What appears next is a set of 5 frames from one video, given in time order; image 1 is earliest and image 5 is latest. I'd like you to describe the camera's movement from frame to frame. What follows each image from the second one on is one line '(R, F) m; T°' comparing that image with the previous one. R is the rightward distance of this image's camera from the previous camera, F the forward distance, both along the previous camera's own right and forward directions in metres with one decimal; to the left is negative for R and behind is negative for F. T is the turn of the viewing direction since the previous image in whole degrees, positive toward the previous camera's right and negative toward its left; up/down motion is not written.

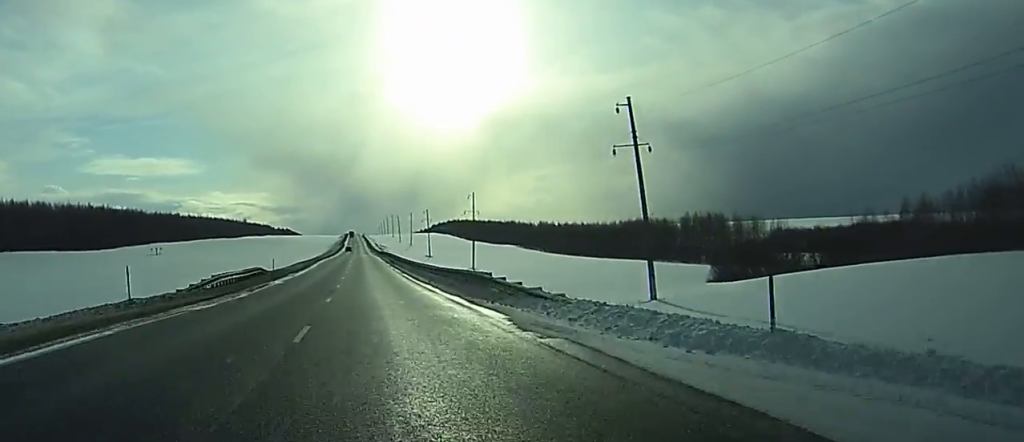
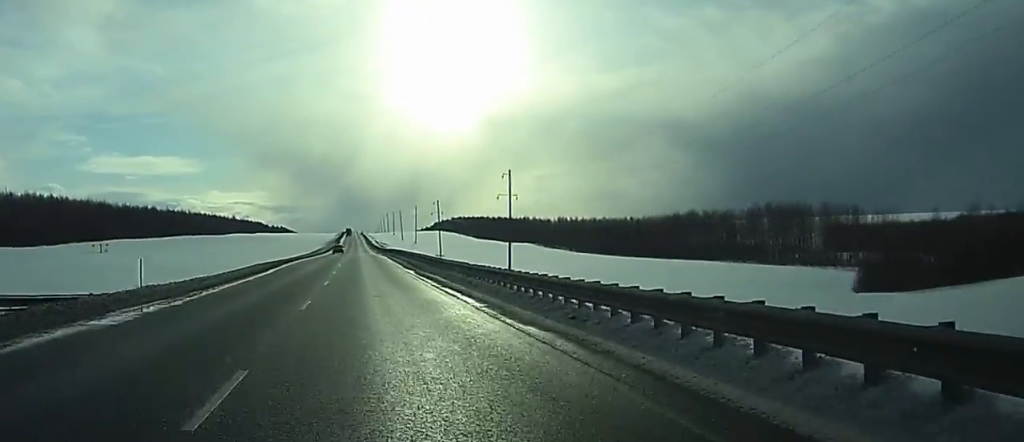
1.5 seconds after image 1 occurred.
(+0.1, +42.8) m; 0°
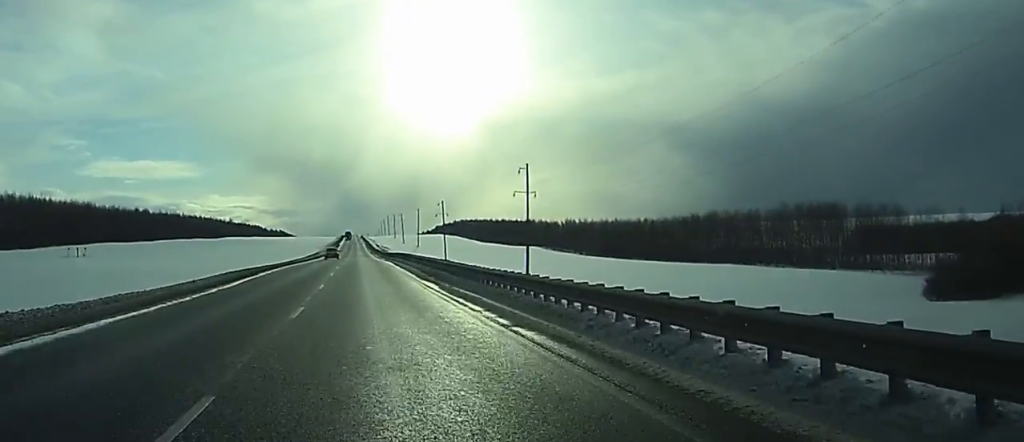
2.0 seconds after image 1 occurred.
(0.0, +13.4) m; 0°
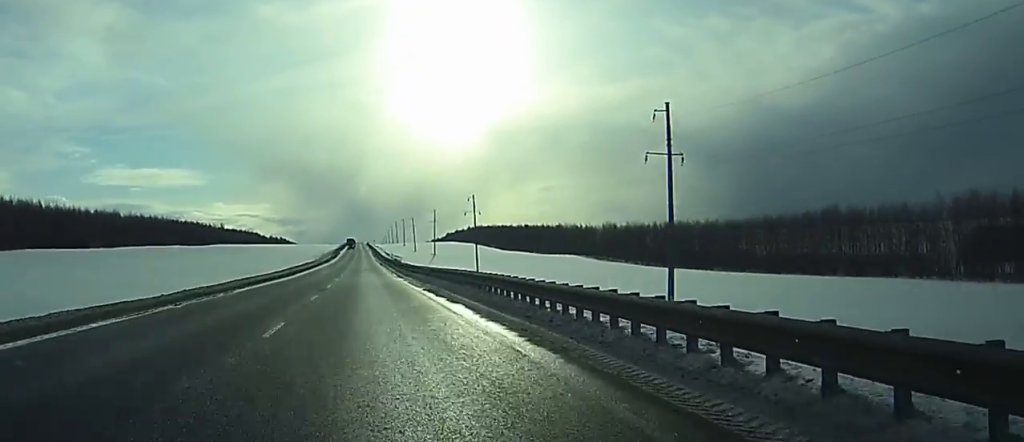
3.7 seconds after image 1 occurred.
(-0.2, +51.7) m; -1°
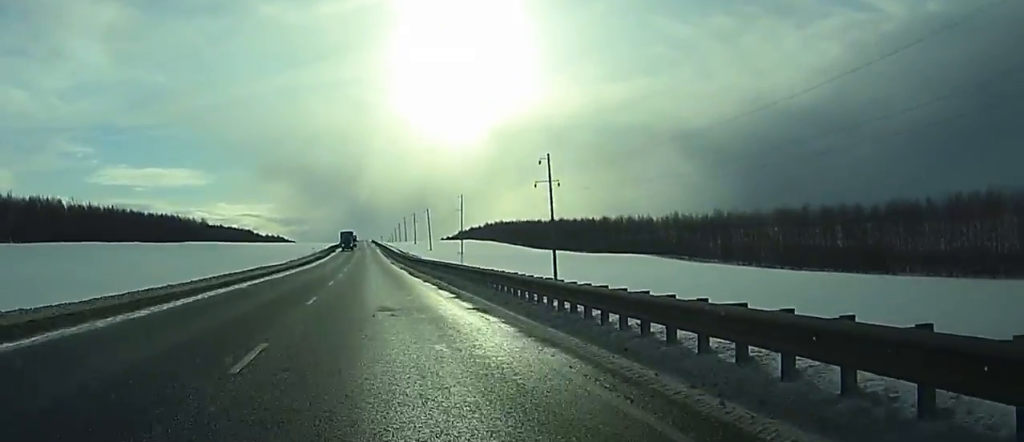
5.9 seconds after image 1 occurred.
(-0.1, +64.7) m; 0°
